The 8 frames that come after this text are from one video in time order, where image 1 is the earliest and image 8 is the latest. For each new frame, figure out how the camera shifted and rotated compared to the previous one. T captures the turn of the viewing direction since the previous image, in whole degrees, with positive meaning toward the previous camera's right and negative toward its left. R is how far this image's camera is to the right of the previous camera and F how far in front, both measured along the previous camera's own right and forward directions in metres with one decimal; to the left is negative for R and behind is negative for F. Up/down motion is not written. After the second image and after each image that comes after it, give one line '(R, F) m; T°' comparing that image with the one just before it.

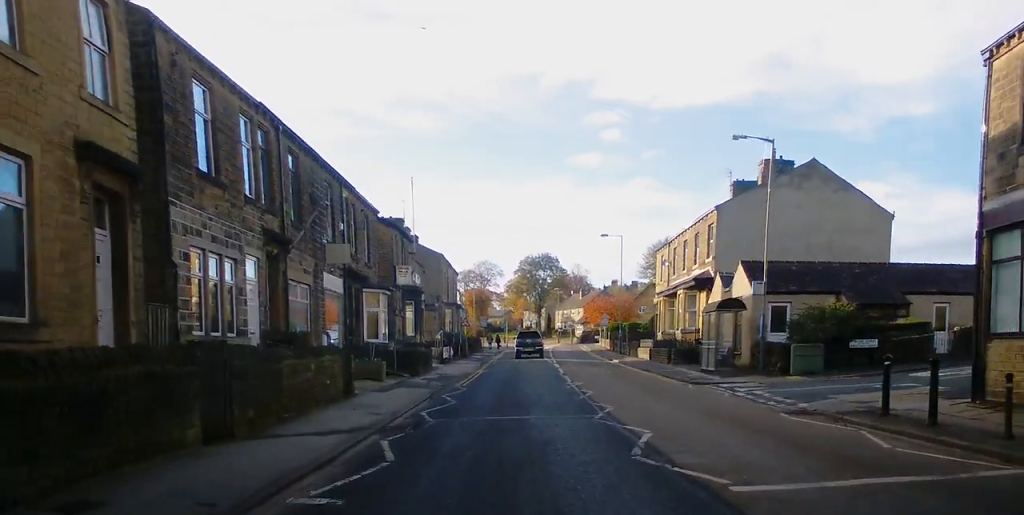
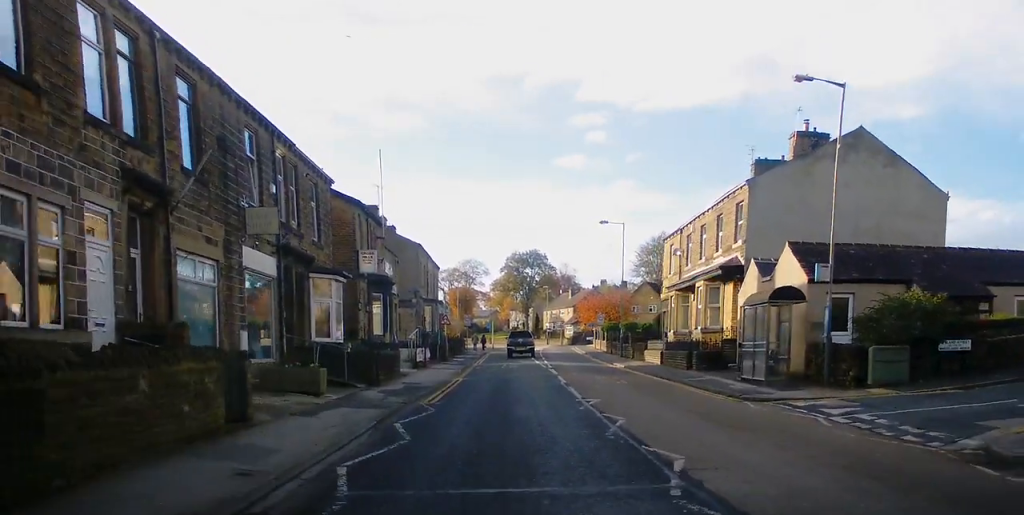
(+0.3, +6.7) m; +2°
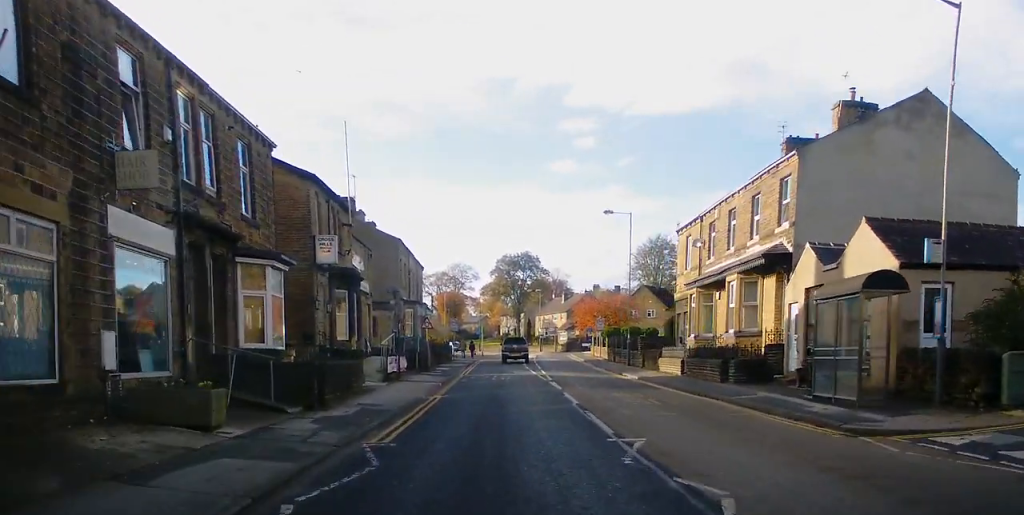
(0.0, +6.2) m; -2°
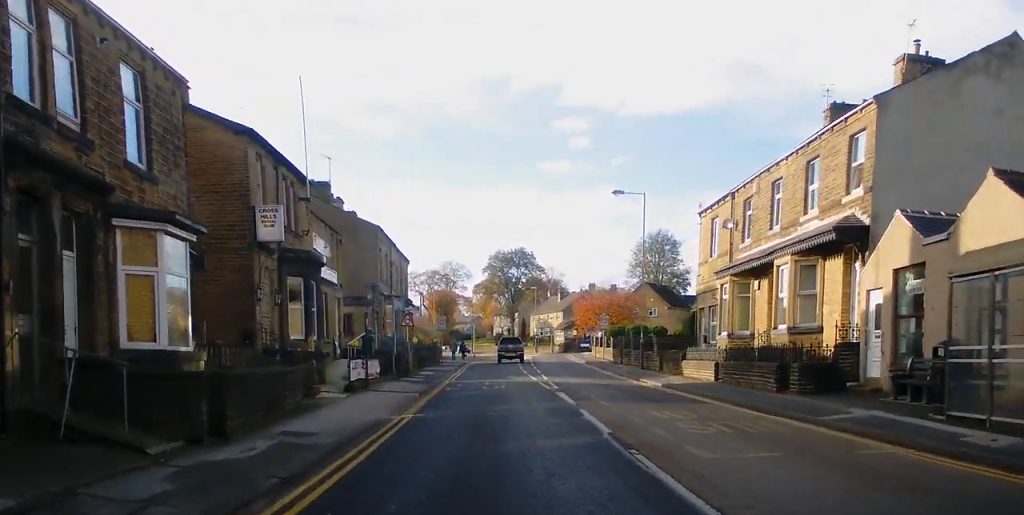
(0.0, +5.8) m; -1°
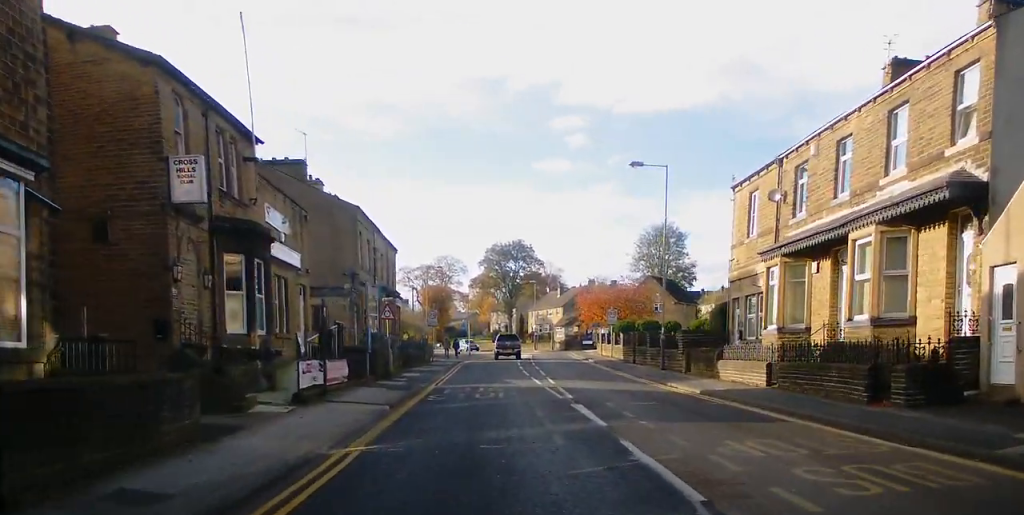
(-0.3, +5.4) m; 0°
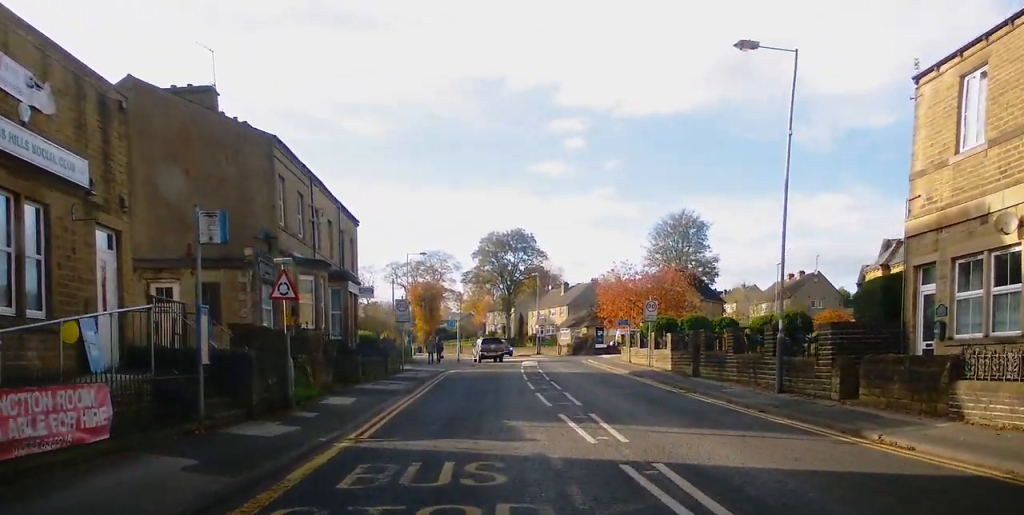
(+0.5, +13.9) m; +3°
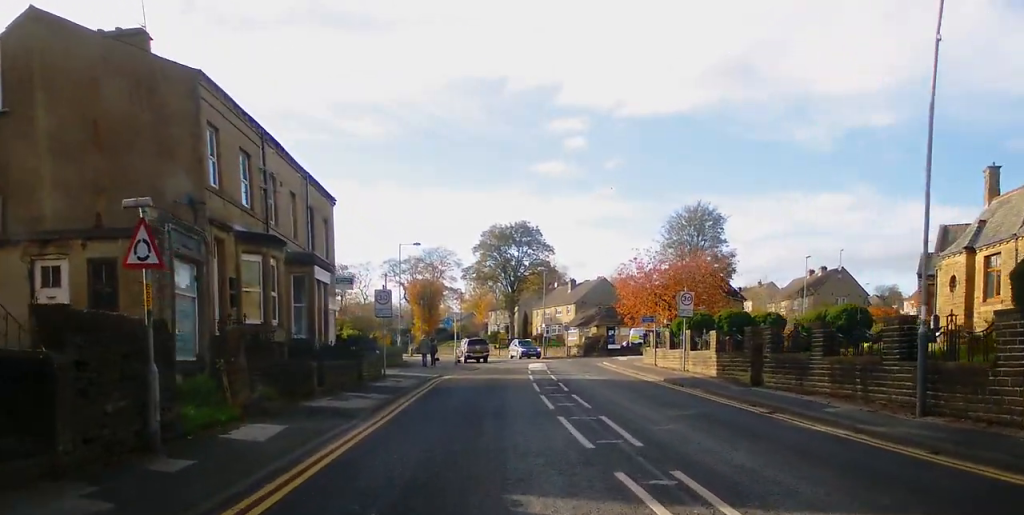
(-0.1, +6.5) m; 0°
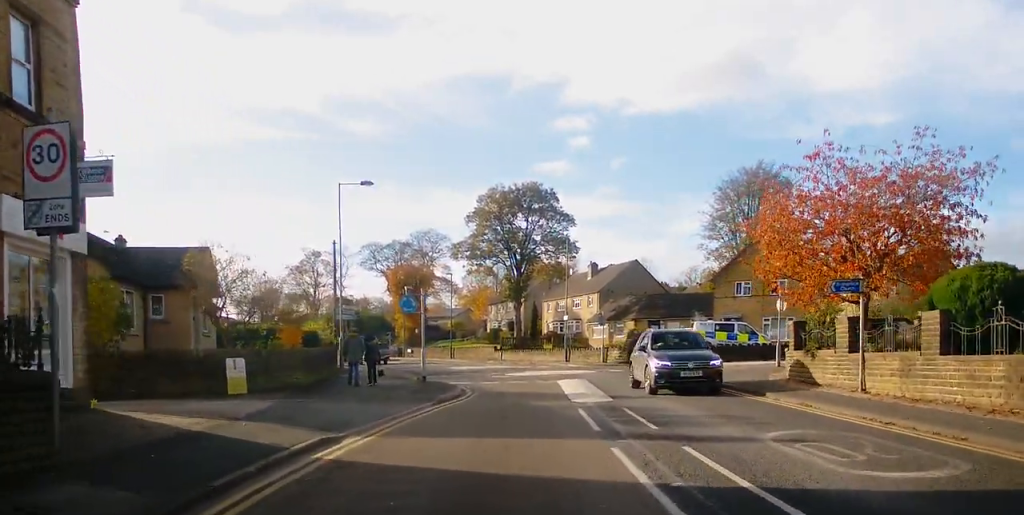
(0.0, +22.2) m; 0°
